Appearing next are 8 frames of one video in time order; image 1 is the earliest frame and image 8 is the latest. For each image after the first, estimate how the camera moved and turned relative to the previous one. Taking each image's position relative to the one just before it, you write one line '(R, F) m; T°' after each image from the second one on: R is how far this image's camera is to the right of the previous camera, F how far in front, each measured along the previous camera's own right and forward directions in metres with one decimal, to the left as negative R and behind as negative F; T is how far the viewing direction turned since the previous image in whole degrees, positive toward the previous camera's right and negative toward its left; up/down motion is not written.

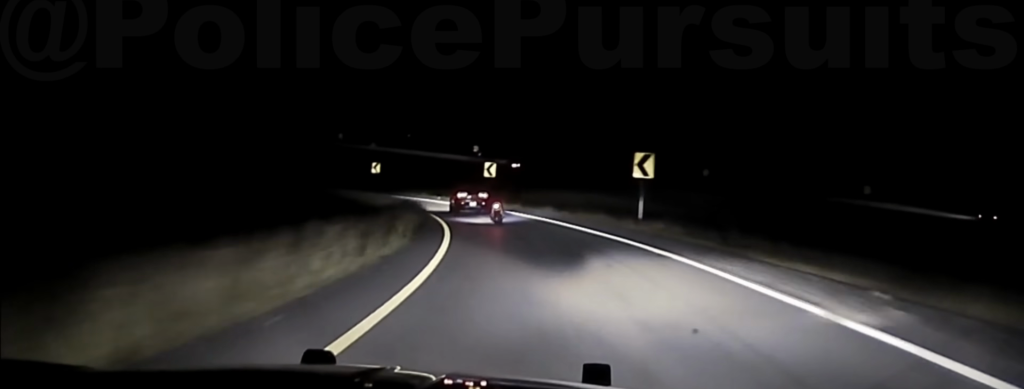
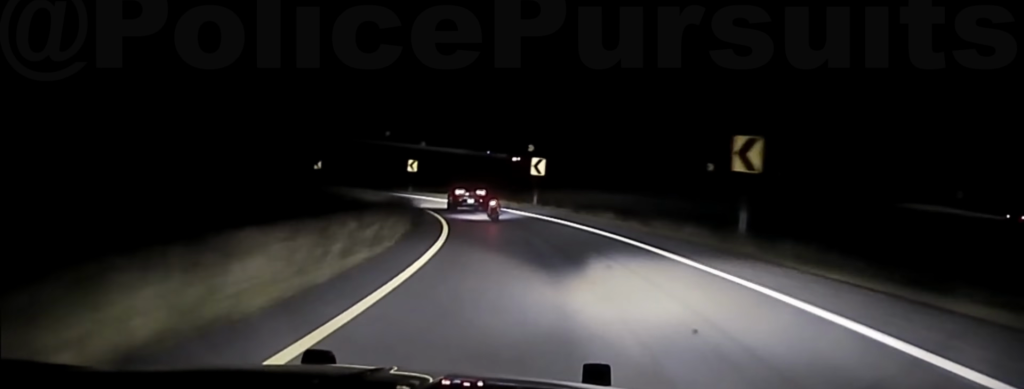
(-0.9, +14.9) m; -4°
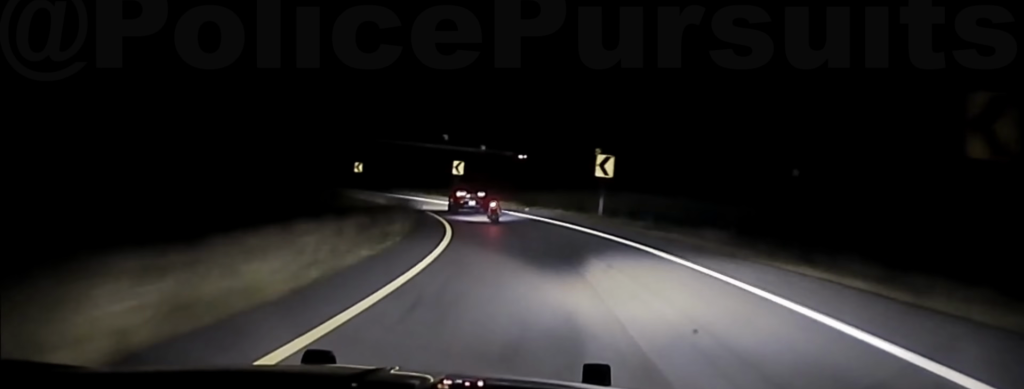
(-0.7, +16.8) m; -4°
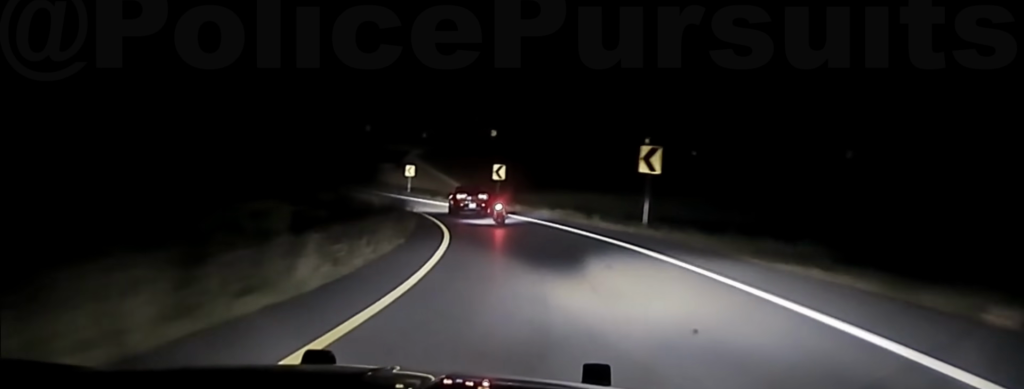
(-5.2, +48.9) m; -14°
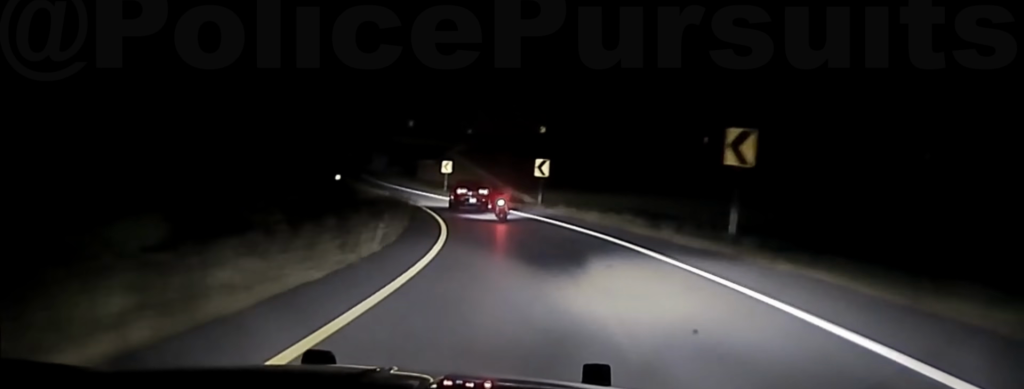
(-0.2, +11.1) m; -4°
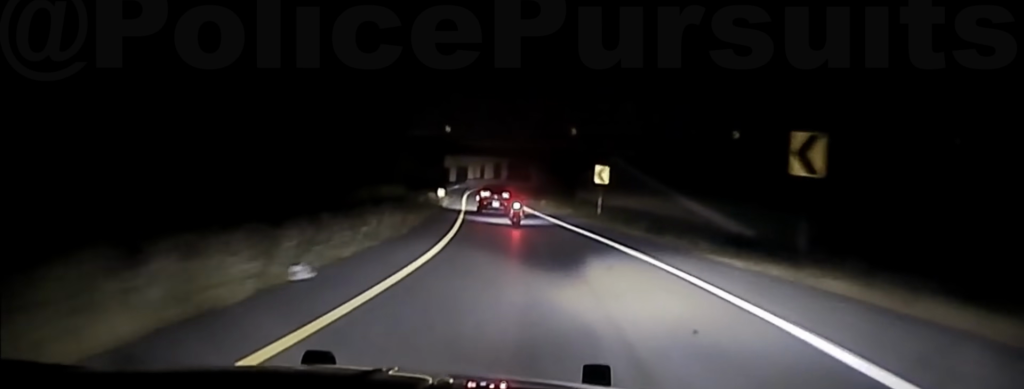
(-3.2, +34.8) m; -9°
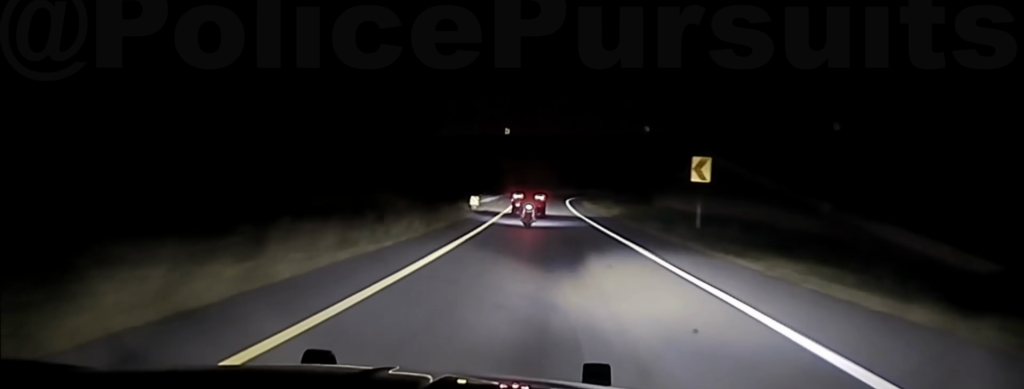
(-0.8, +21.0) m; -4°
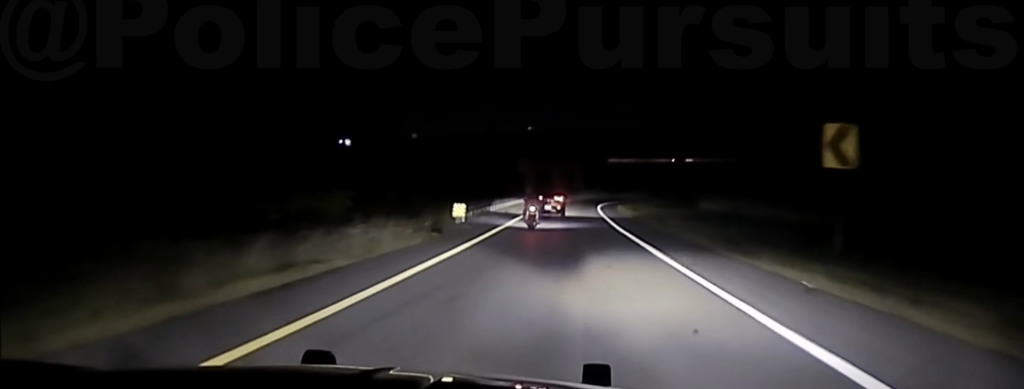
(-0.8, +20.4) m; -3°
